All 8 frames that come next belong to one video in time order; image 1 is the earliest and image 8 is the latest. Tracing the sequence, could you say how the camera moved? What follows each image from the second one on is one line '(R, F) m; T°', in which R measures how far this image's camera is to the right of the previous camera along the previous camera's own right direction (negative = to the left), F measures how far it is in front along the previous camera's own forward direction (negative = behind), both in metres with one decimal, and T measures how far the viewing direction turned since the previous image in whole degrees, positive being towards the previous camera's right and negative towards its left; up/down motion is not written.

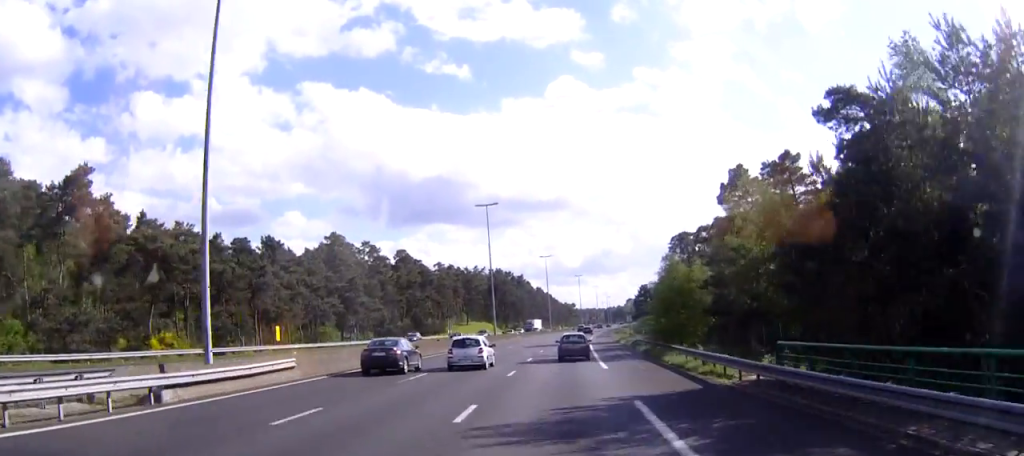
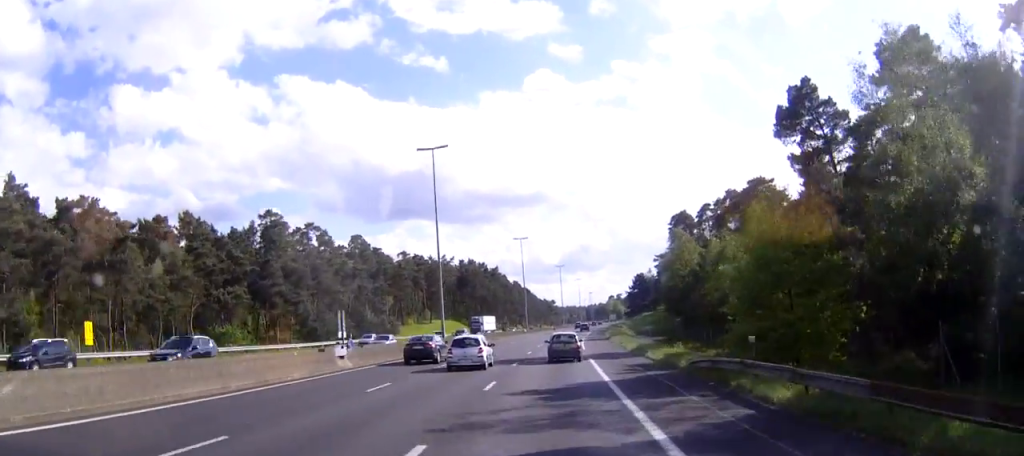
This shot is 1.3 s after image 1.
(+0.4, +30.4) m; +2°
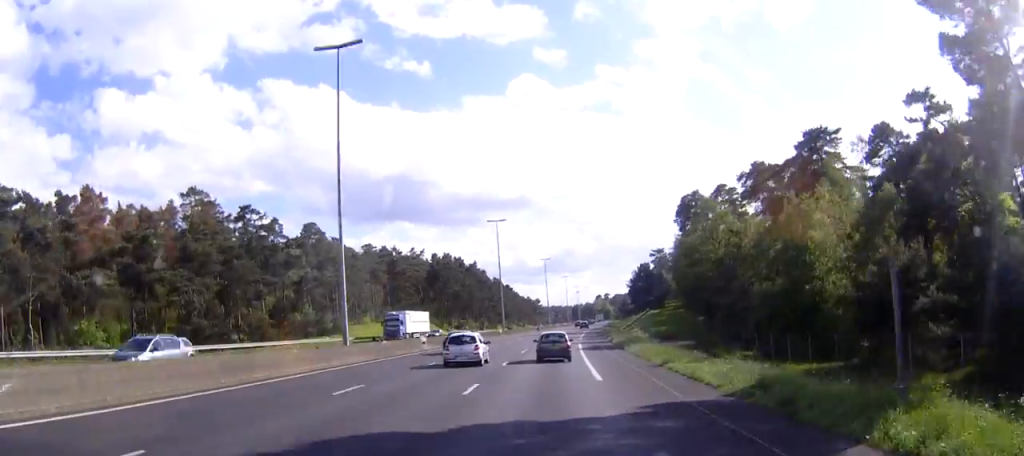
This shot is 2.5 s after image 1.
(+0.4, +28.6) m; +1°
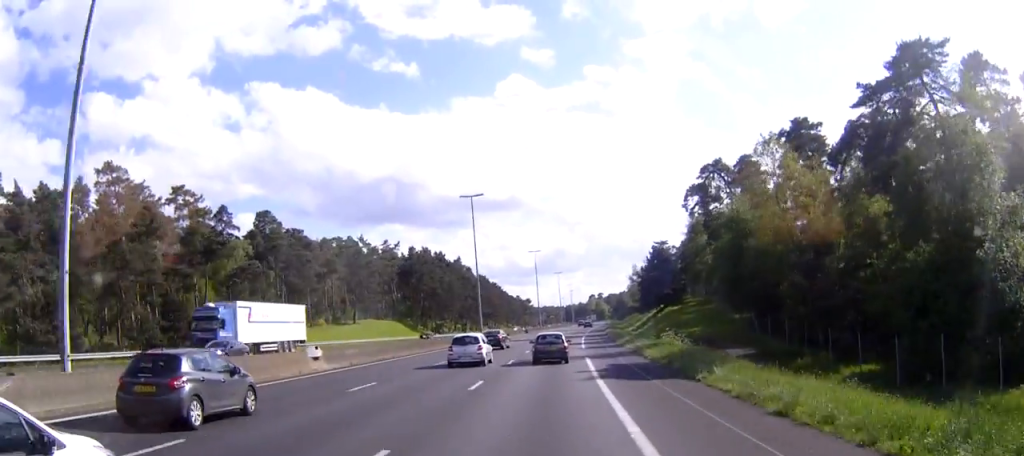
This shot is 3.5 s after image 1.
(0.0, +24.5) m; 0°
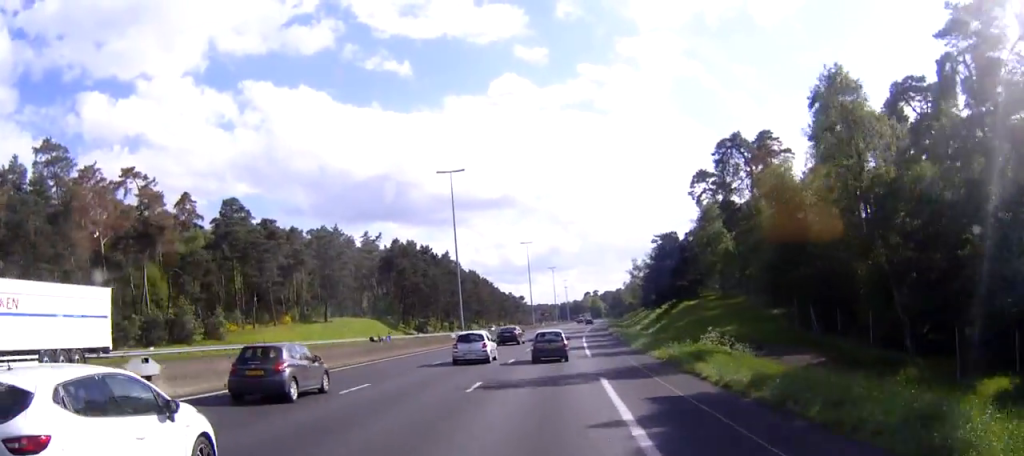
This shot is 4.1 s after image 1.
(+0.1, +14.3) m; 0°
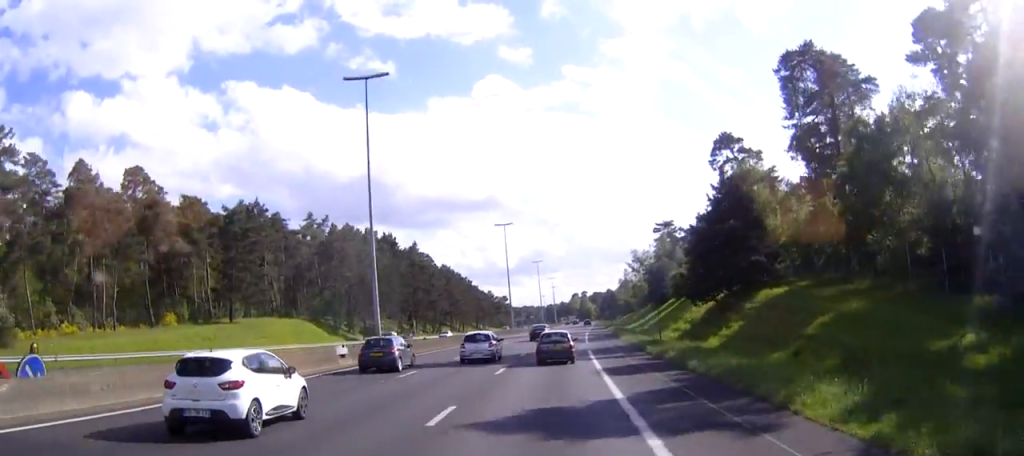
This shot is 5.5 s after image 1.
(+0.3, +32.6) m; 0°
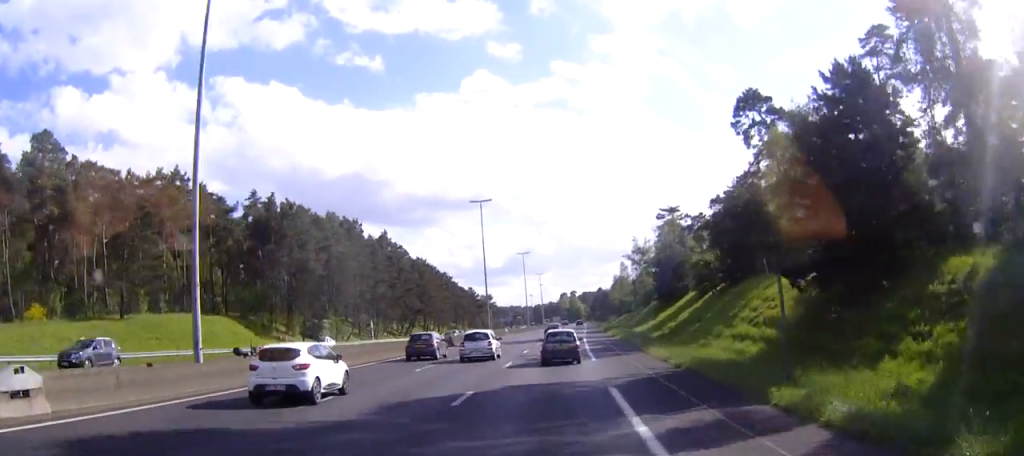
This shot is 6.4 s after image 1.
(-0.2, +23.1) m; +1°
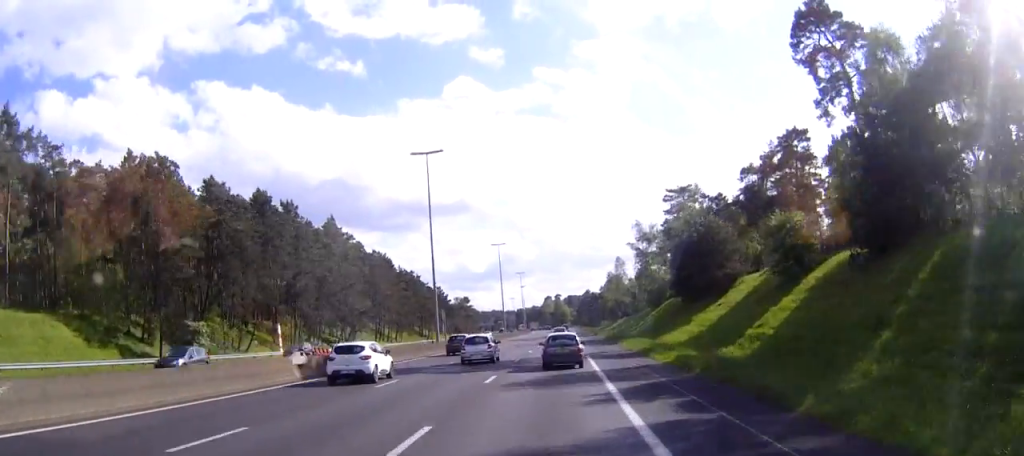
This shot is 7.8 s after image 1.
(+0.8, +32.4) m; +2°
